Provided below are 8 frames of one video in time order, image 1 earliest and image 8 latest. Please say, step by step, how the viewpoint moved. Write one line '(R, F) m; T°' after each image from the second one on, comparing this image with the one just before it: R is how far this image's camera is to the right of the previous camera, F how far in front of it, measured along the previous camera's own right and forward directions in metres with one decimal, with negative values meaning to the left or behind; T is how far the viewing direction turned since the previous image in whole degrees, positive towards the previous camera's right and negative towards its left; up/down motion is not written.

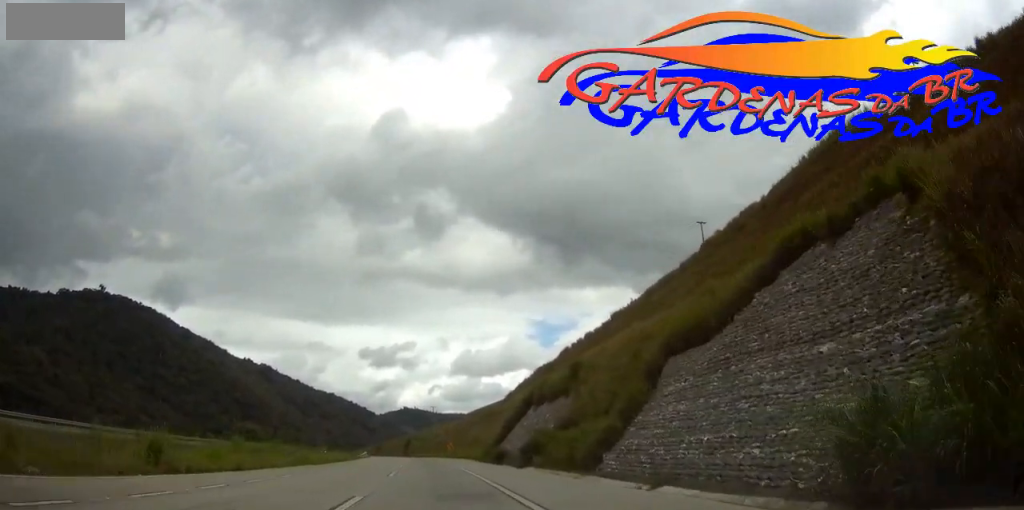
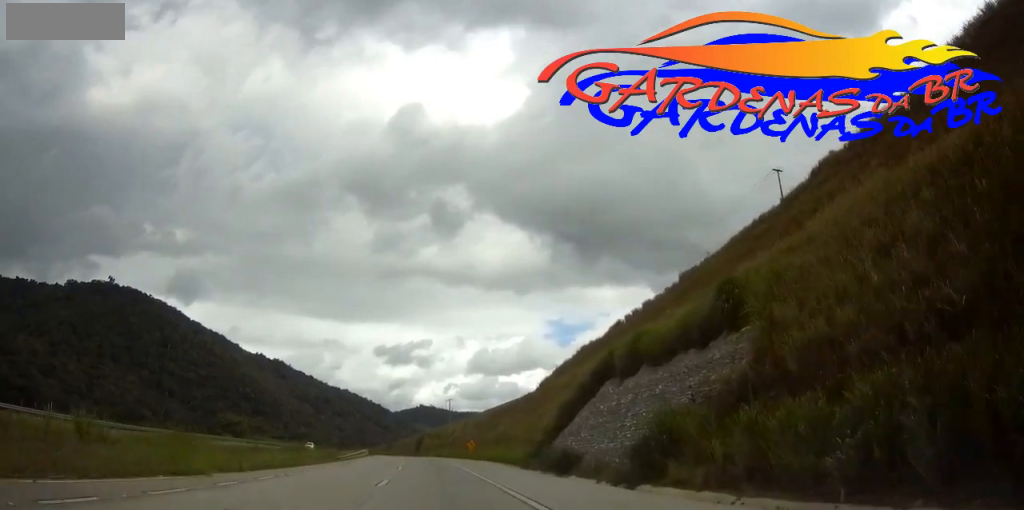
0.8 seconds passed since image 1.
(-0.2, +23.7) m; -1°
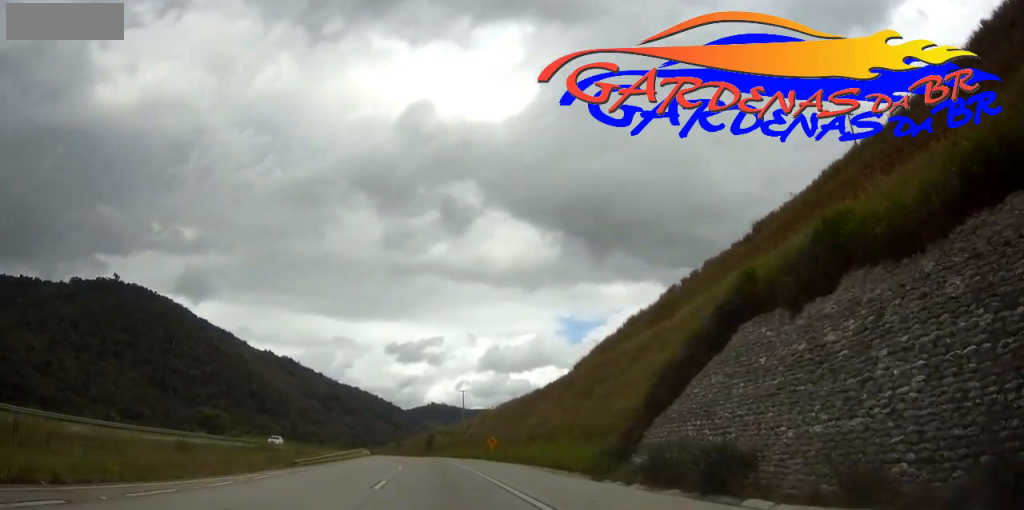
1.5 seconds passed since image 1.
(-0.2, +18.1) m; -1°
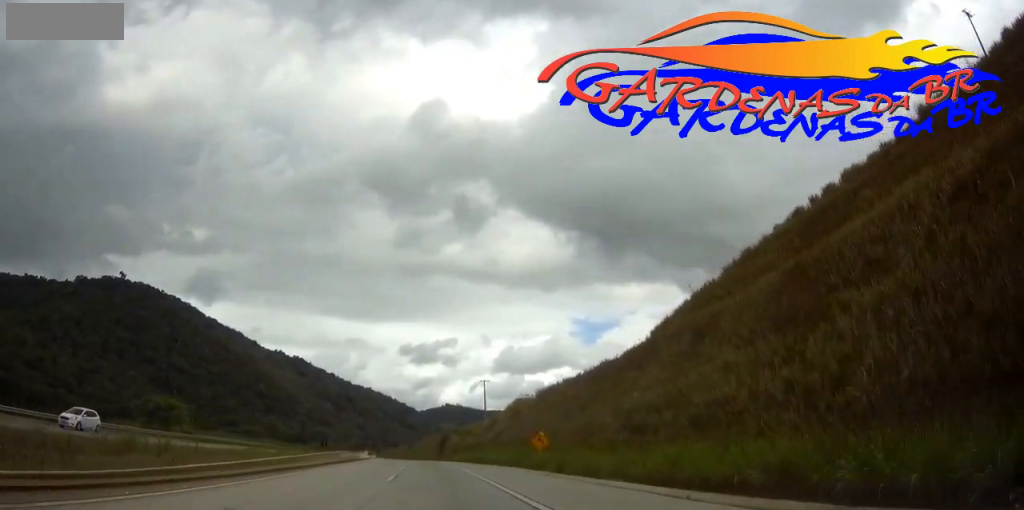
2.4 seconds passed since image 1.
(-0.3, +25.8) m; -1°
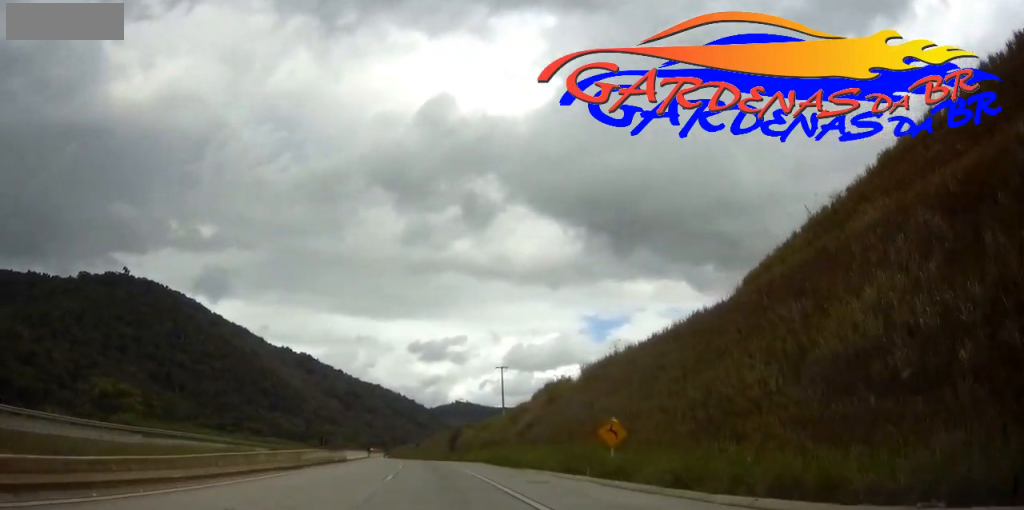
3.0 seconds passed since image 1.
(-0.1, +17.2) m; -1°
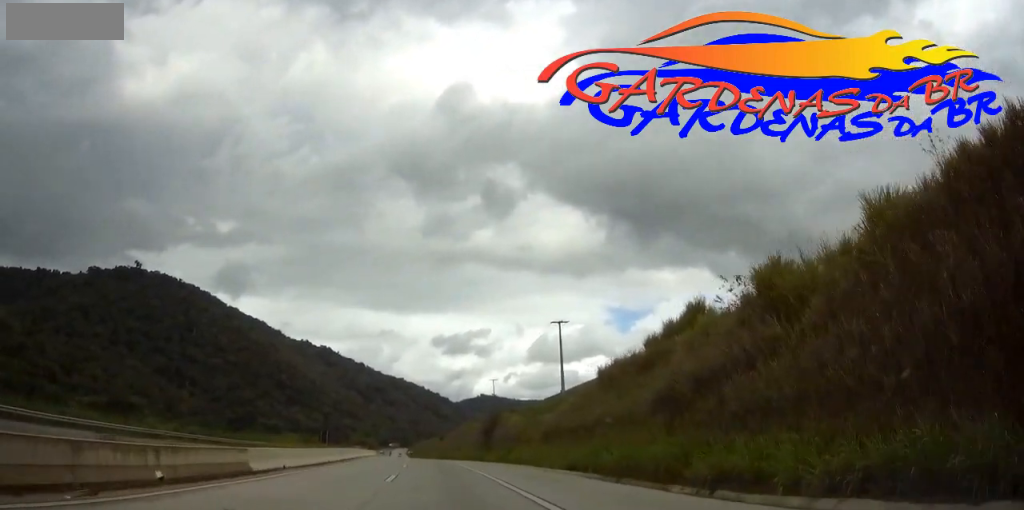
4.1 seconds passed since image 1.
(-0.5, +33.4) m; -2°
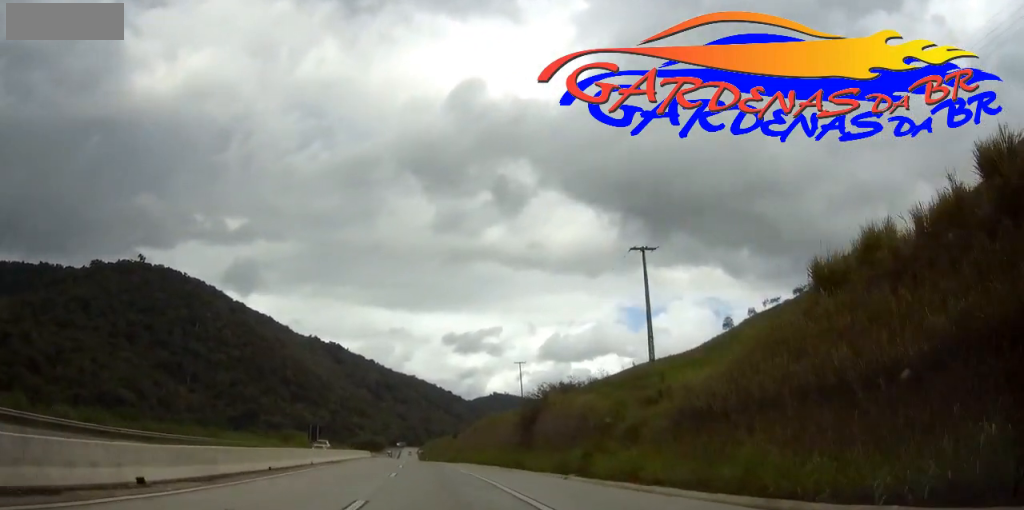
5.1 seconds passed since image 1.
(-0.4, +27.4) m; -1°
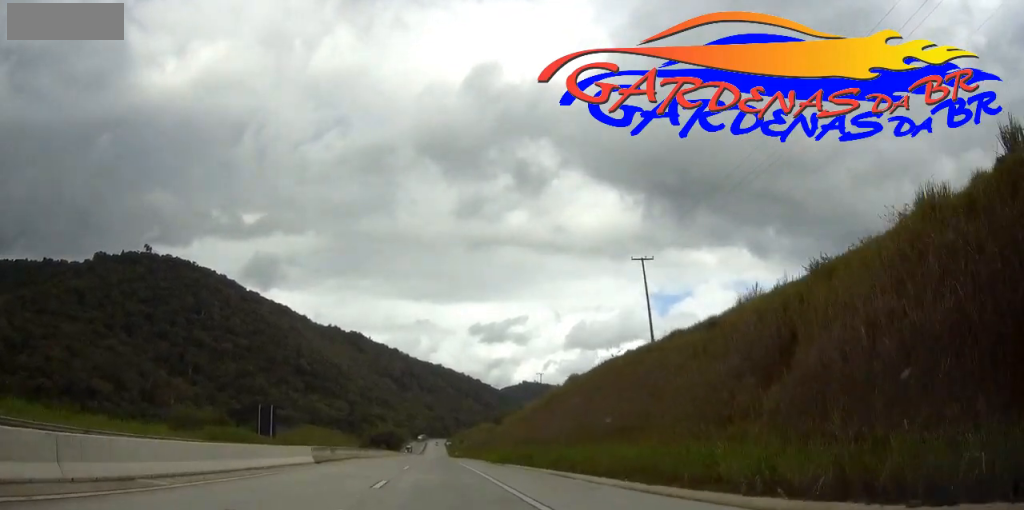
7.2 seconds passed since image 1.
(-1.4, +57.4) m; -2°
